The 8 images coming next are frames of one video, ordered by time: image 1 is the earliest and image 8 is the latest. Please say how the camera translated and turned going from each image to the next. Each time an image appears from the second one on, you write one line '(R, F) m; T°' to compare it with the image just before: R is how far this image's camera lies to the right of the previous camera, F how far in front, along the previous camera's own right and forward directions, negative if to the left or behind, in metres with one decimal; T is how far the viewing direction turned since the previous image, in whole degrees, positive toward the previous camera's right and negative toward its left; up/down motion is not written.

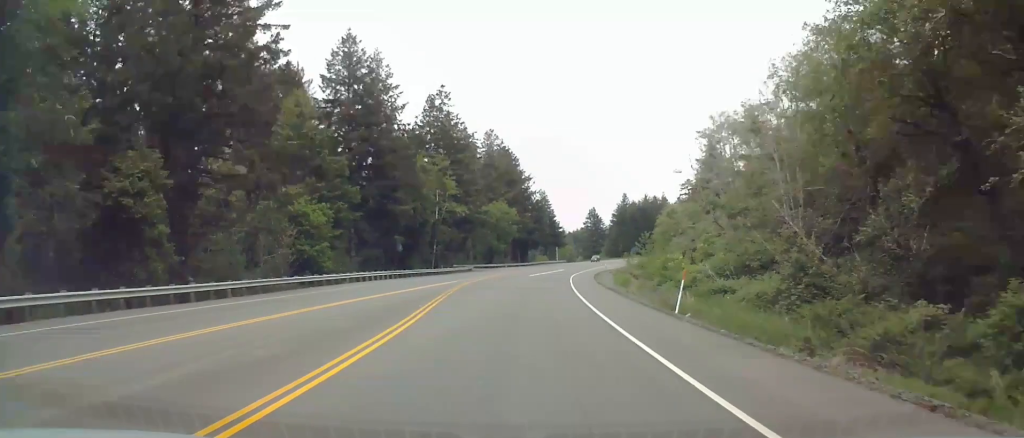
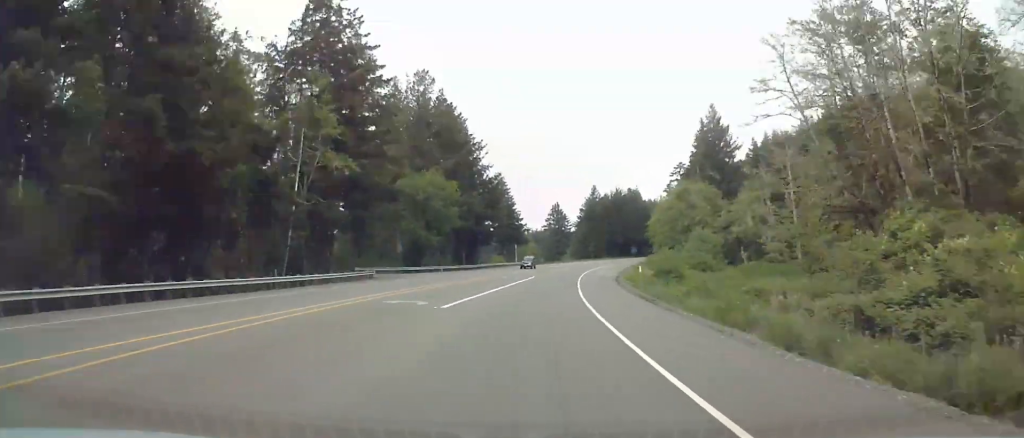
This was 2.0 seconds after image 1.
(+2.0, +50.1) m; +5°
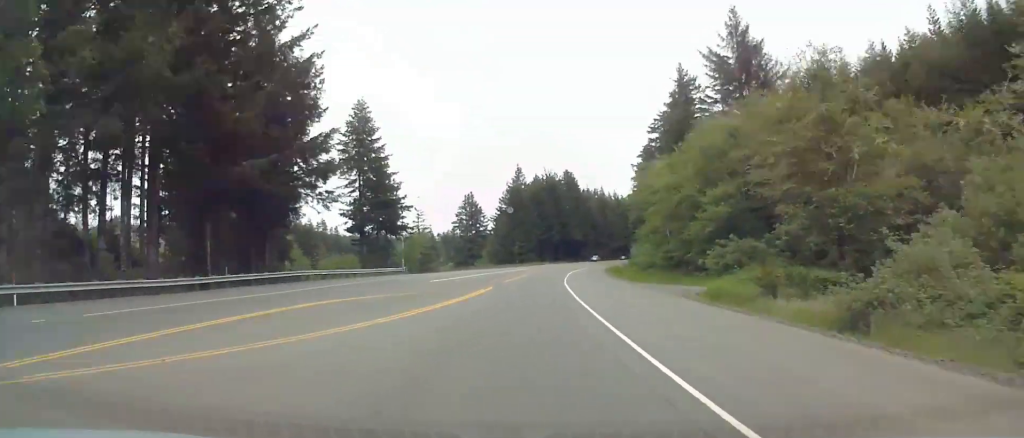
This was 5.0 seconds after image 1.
(+4.3, +76.0) m; +6°
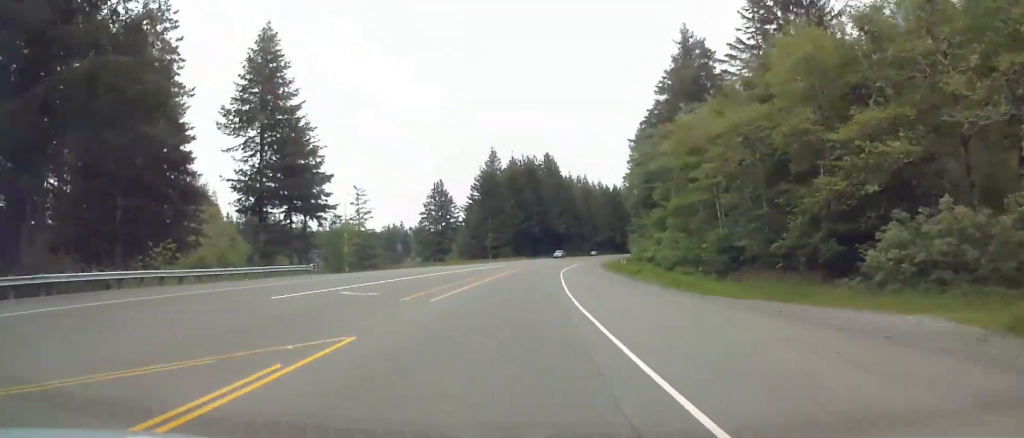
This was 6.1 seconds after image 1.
(+0.3, +27.3) m; +2°
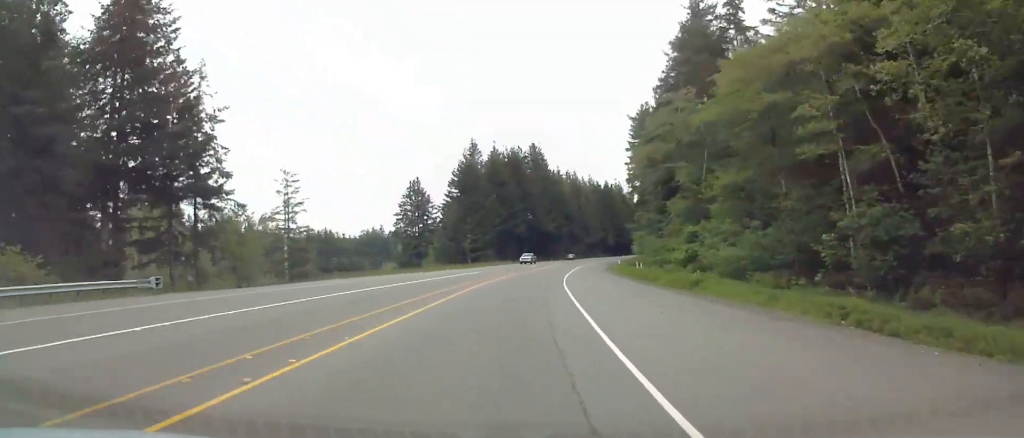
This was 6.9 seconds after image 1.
(+0.3, +22.2) m; +2°
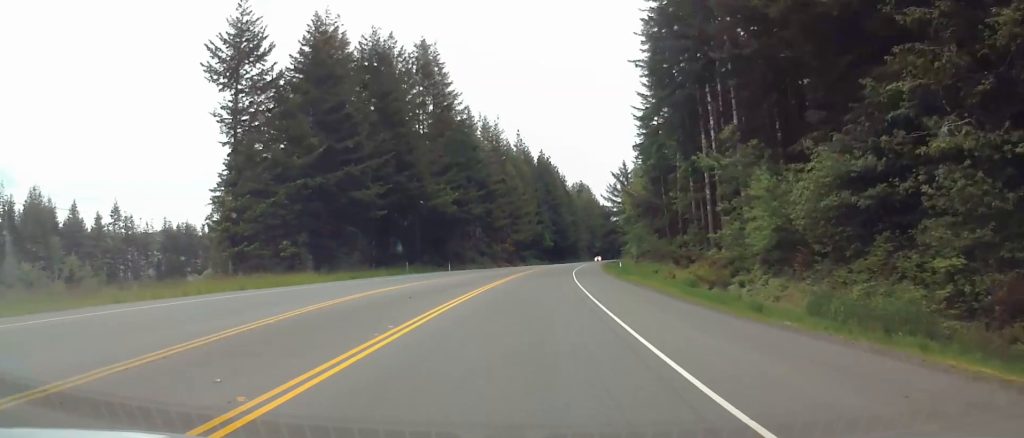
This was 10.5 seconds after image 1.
(+7.0, +91.4) m; +8°
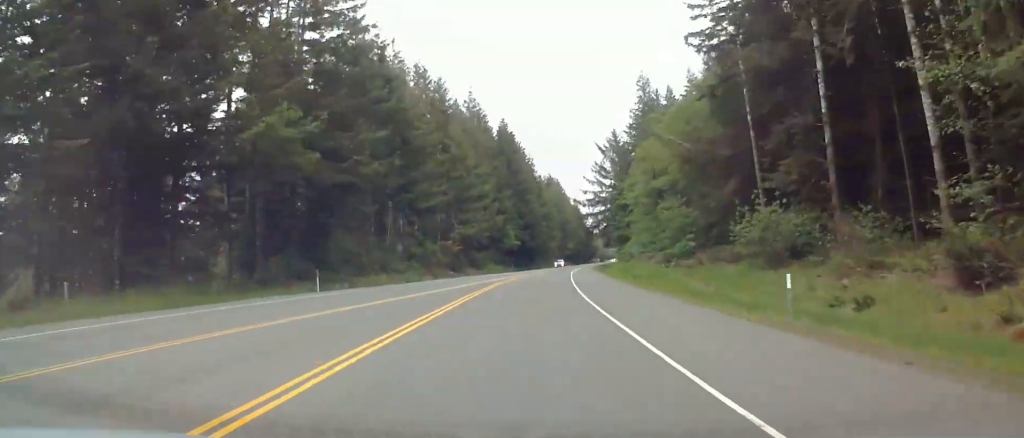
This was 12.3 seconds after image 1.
(+0.5, +45.5) m; +4°
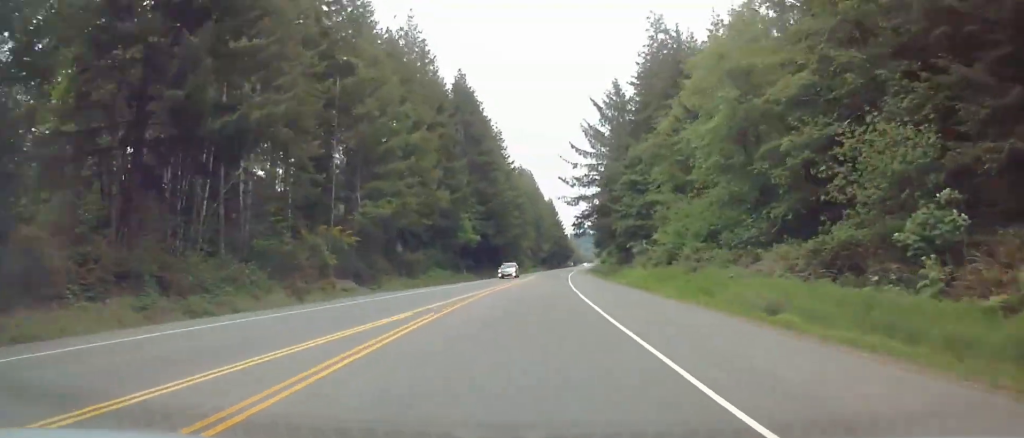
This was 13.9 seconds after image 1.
(+2.5, +38.4) m; +3°
